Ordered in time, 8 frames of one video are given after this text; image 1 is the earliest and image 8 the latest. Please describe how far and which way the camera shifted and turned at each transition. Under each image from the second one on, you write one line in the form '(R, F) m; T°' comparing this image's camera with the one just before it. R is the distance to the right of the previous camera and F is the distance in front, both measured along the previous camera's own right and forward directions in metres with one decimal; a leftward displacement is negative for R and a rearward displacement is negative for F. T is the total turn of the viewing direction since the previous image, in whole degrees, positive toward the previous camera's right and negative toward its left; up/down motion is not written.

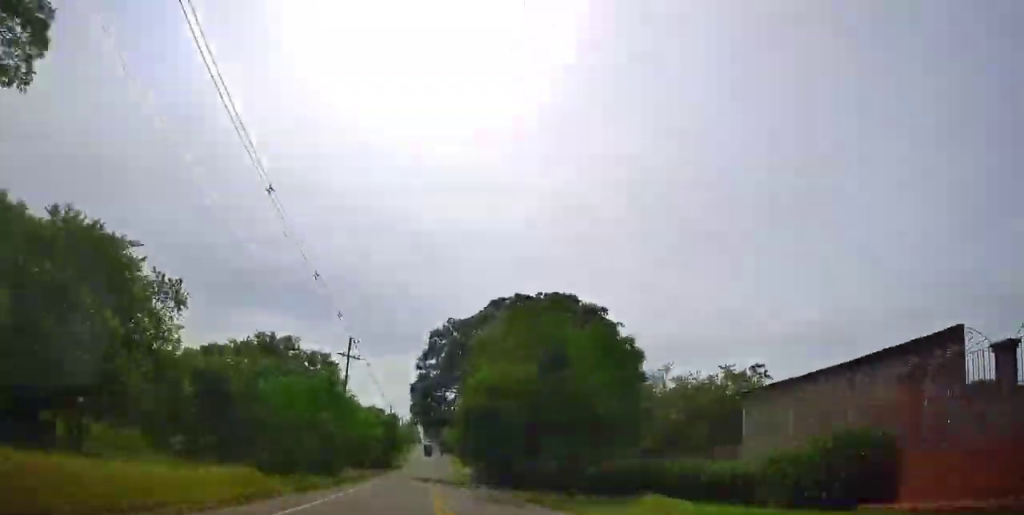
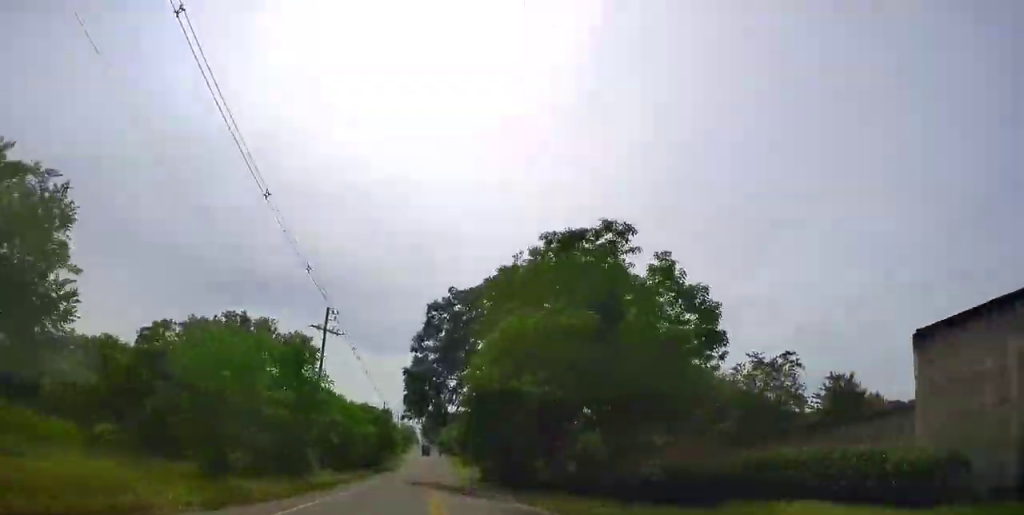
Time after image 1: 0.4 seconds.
(+0.2, +9.1) m; +1°
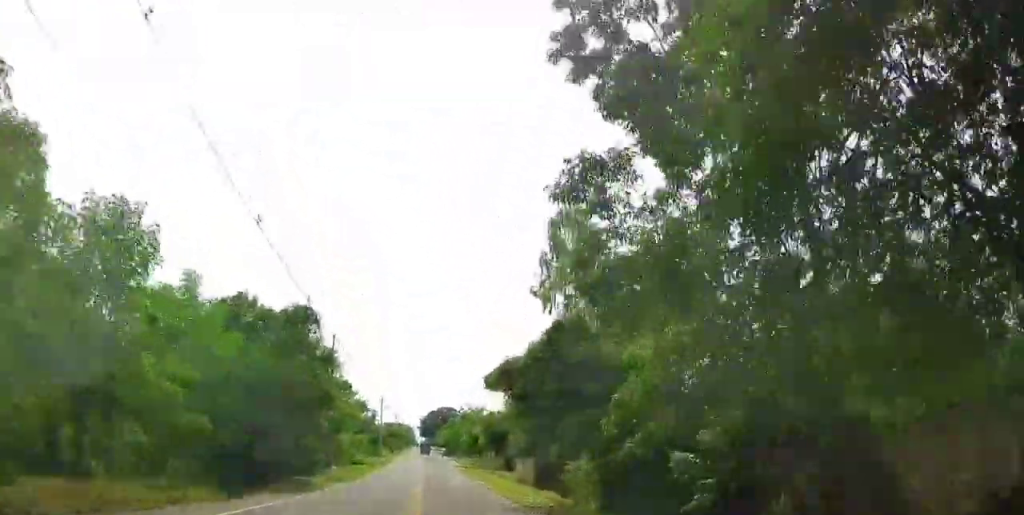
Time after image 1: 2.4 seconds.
(-0.7, +47.5) m; -2°
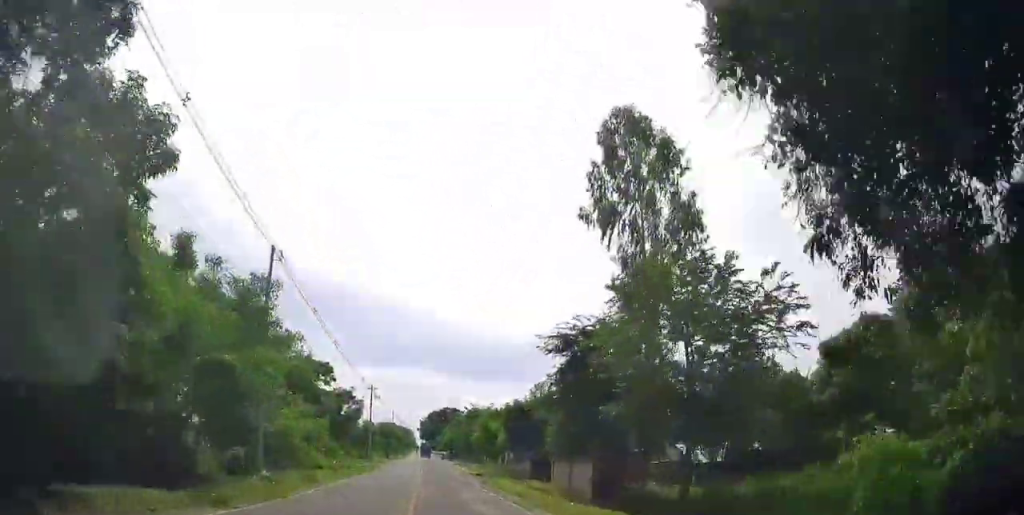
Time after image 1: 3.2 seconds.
(+0.1, +19.2) m; 0°
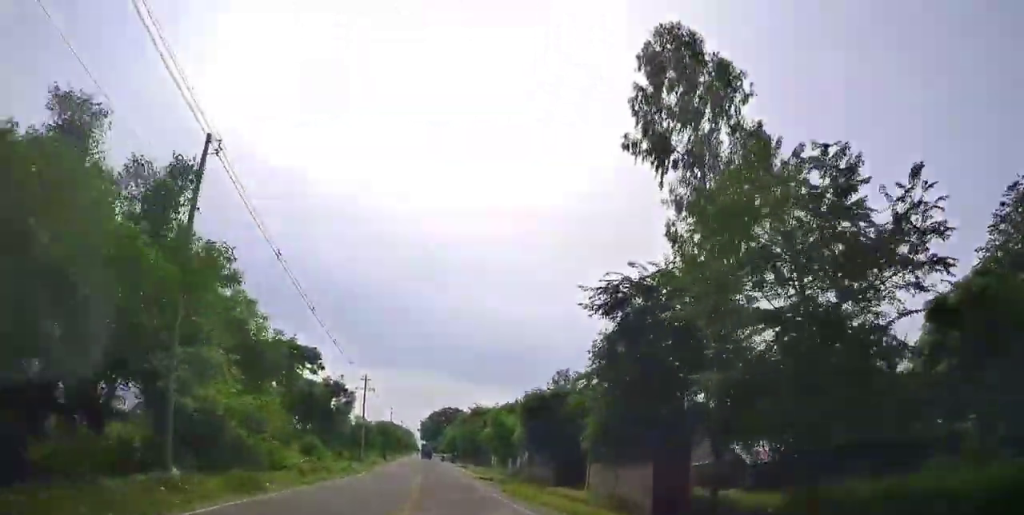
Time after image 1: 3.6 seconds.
(+0.1, +9.5) m; 0°
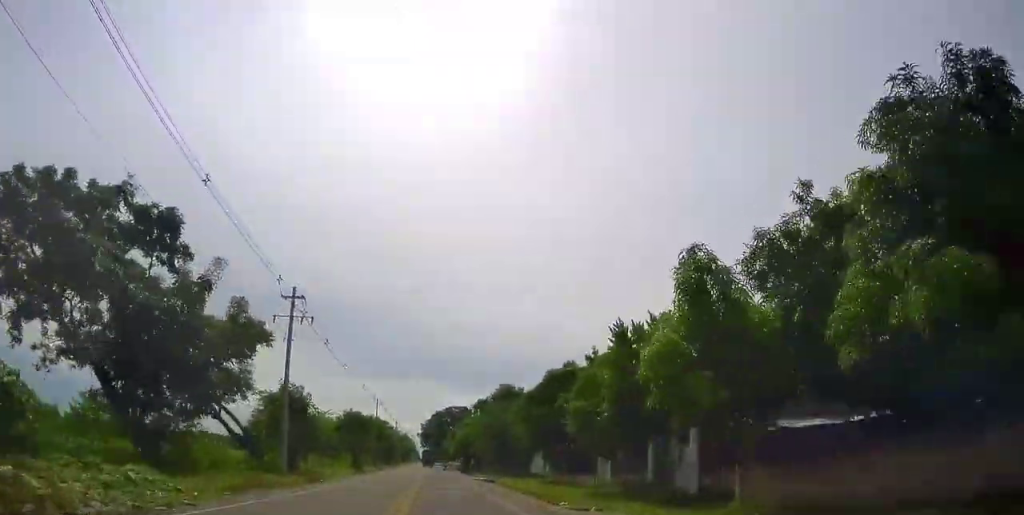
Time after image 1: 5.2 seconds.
(+0.1, +37.0) m; 0°
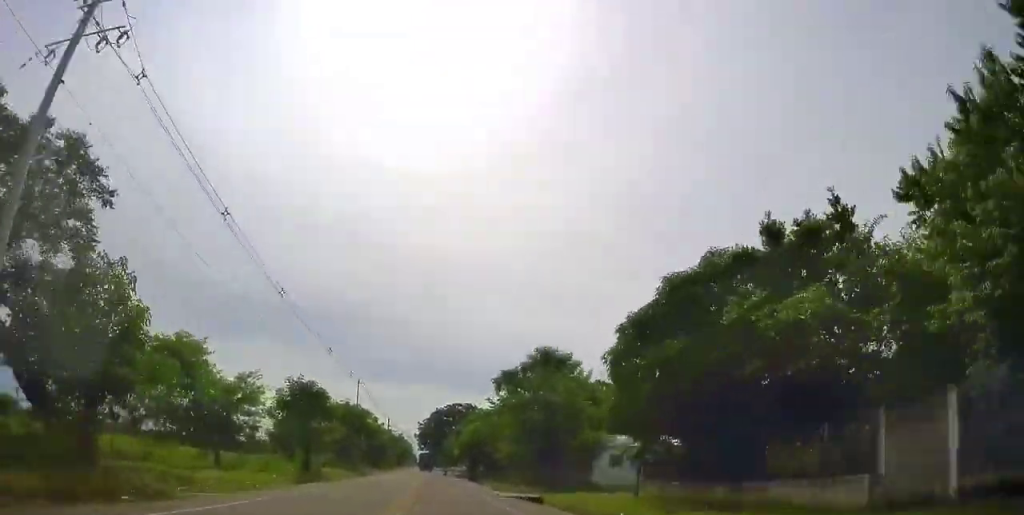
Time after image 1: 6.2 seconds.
(0.0, +22.9) m; 0°
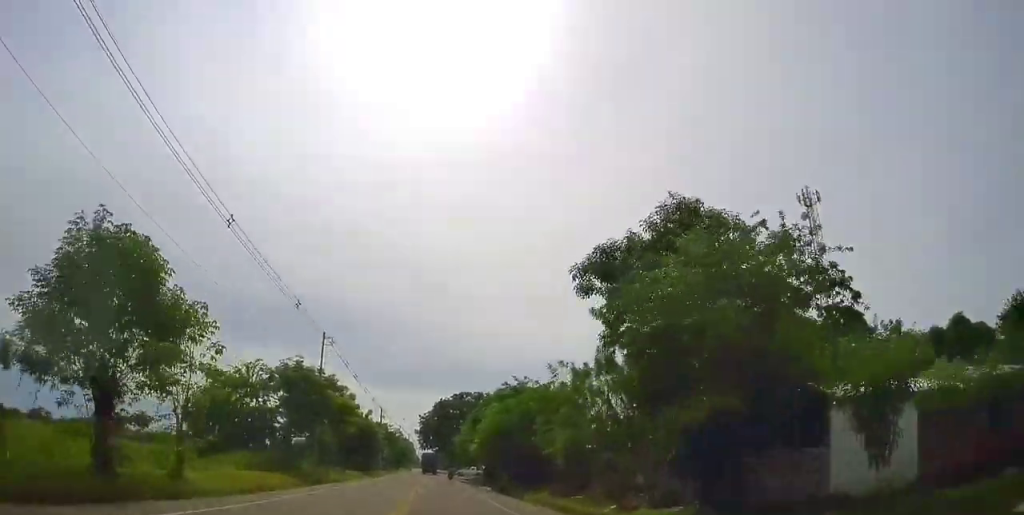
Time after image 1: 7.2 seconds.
(0.0, +24.6) m; 0°
